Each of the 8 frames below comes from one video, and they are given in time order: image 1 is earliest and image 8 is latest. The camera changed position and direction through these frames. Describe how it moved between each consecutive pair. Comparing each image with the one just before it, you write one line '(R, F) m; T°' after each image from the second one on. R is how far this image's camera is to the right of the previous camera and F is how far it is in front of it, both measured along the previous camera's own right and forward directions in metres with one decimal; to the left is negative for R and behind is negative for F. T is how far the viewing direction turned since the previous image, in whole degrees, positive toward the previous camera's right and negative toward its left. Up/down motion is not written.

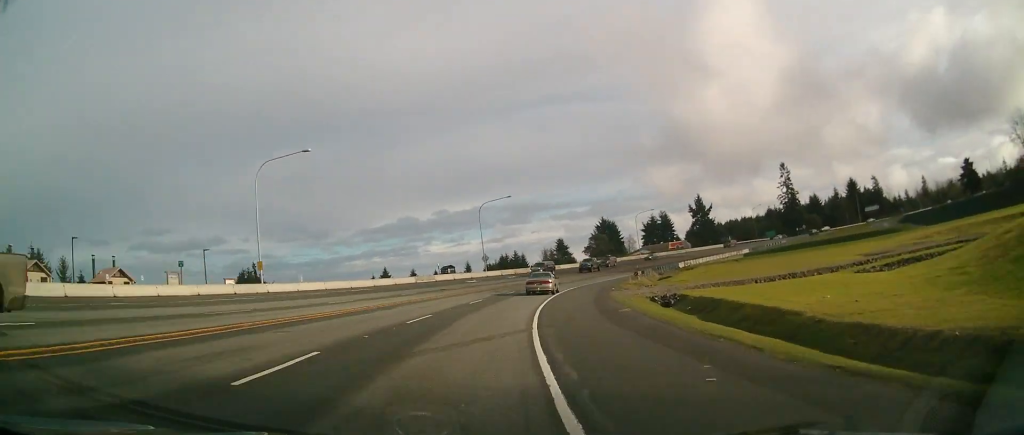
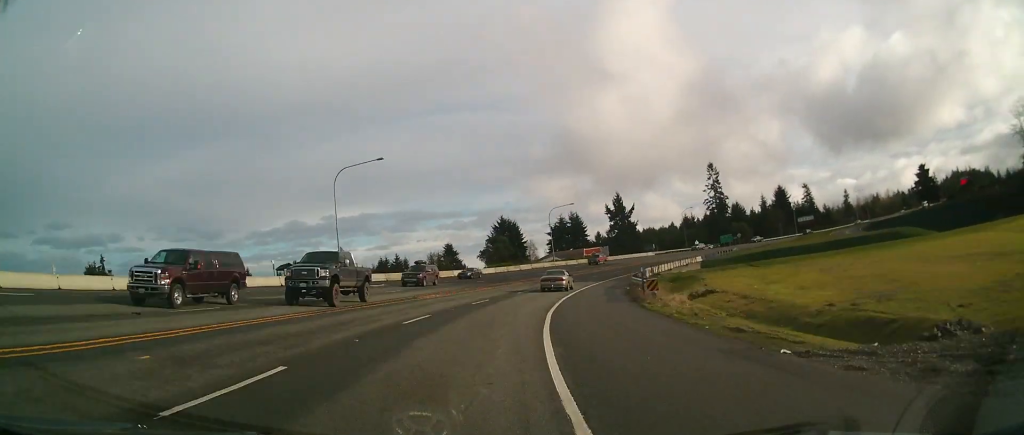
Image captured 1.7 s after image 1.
(+3.1, +36.3) m; +10°
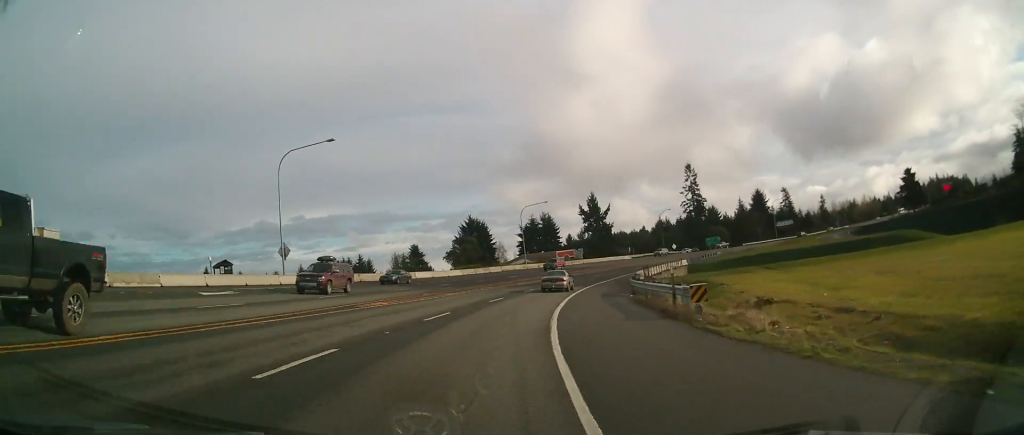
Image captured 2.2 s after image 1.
(+0.1, +9.2) m; +3°
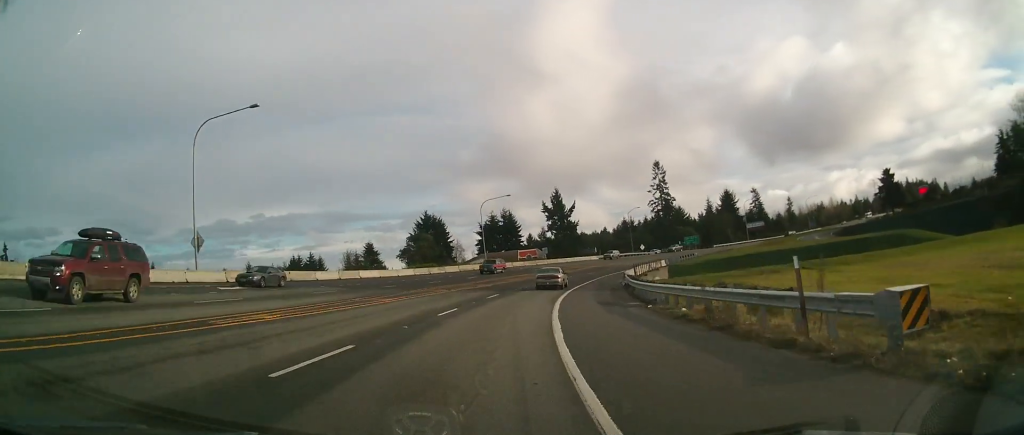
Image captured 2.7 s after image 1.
(+0.5, +10.7) m; +2°
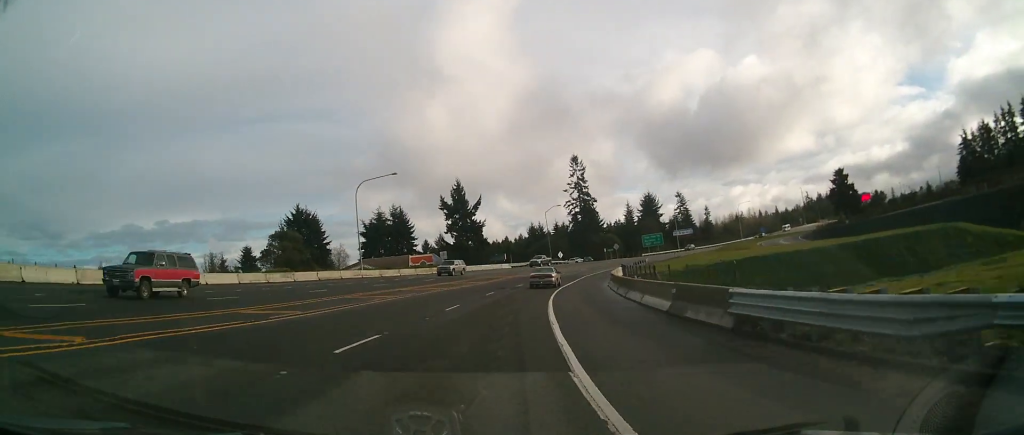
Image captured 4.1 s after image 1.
(+1.4, +31.0) m; +8°
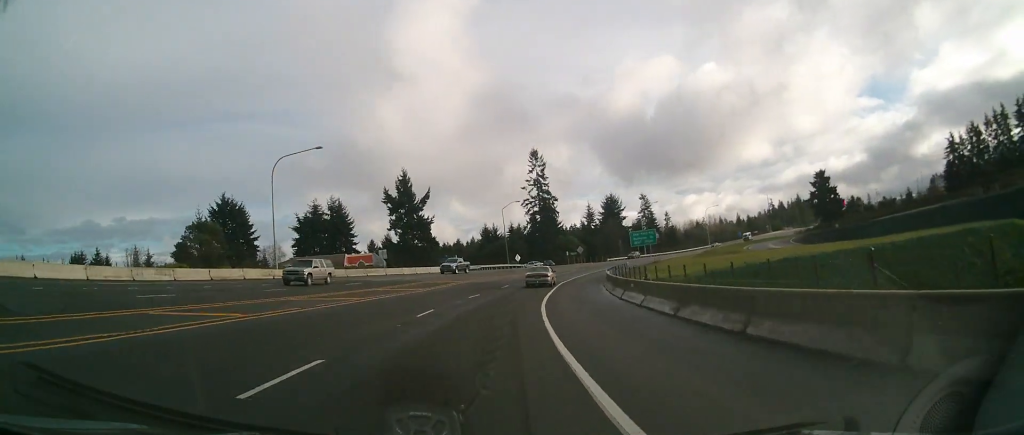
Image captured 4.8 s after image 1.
(+1.2, +16.1) m; +5°
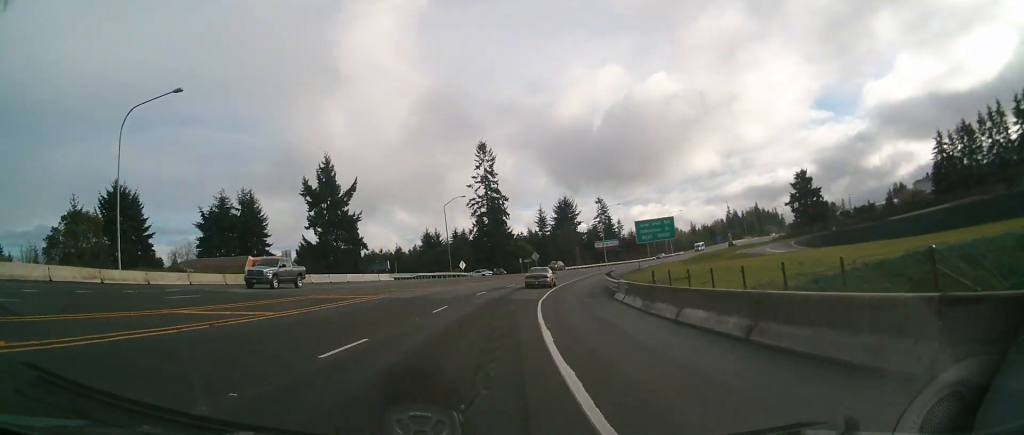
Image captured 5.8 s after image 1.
(+1.1, +20.6) m; +7°
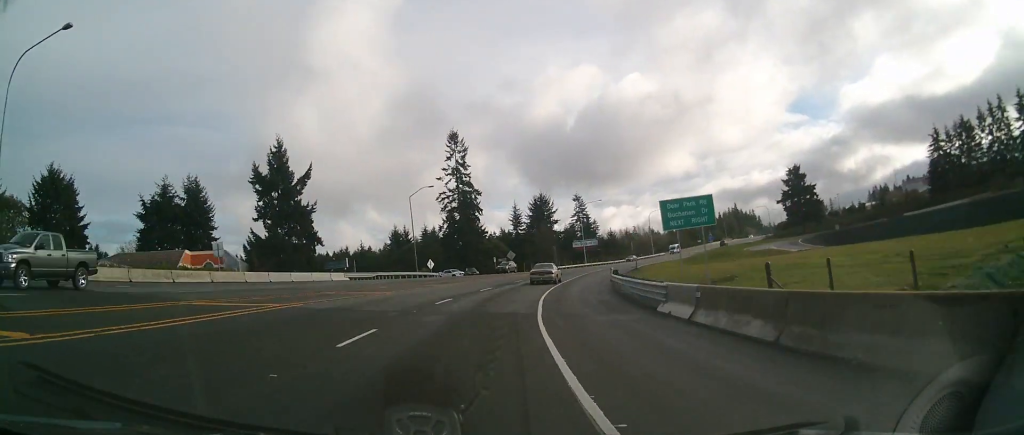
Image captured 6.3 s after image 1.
(+0.2, +11.1) m; +3°
